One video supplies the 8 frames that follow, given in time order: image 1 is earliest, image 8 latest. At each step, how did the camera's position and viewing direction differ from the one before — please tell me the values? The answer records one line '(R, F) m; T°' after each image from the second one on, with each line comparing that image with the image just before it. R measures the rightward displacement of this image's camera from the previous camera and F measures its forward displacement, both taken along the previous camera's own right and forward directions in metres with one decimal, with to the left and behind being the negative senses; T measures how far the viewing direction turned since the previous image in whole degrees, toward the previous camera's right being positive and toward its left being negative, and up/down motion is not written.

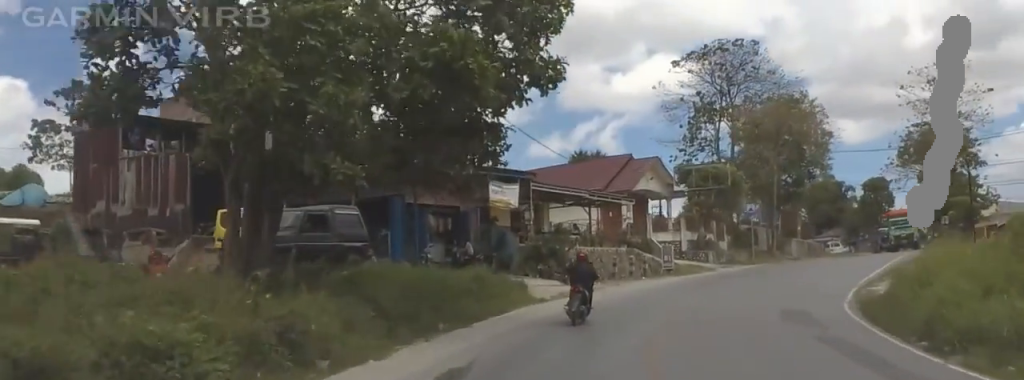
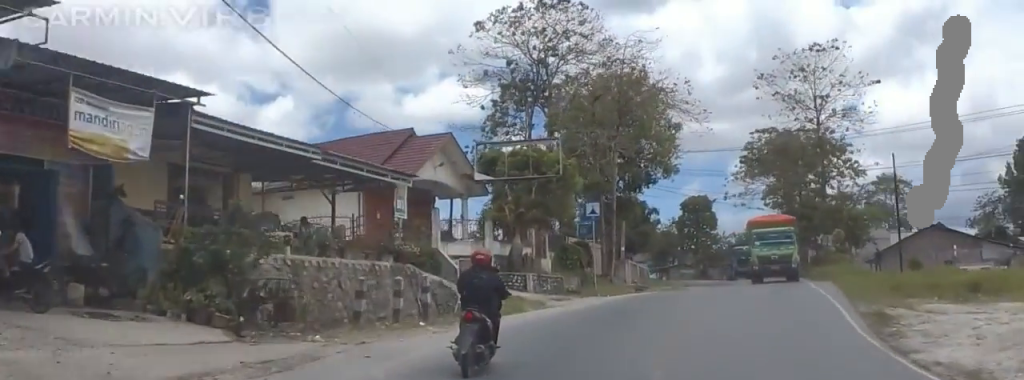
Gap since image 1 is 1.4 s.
(+0.9, +17.5) m; +11°
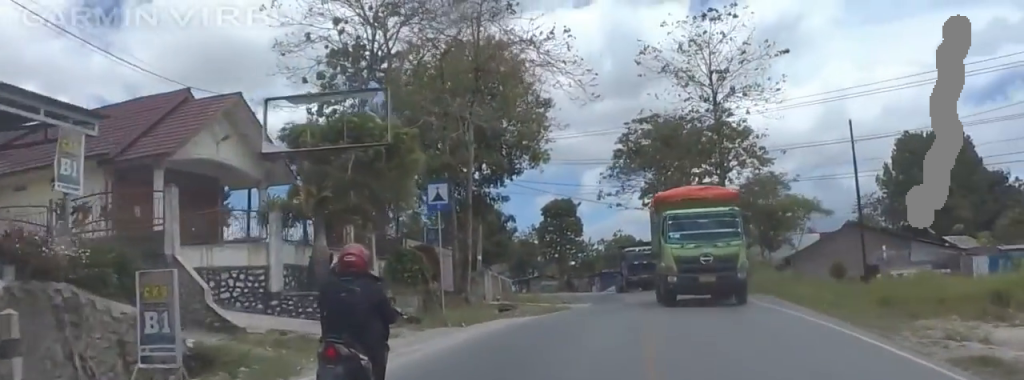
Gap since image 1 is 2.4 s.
(+1.4, +10.8) m; +9°
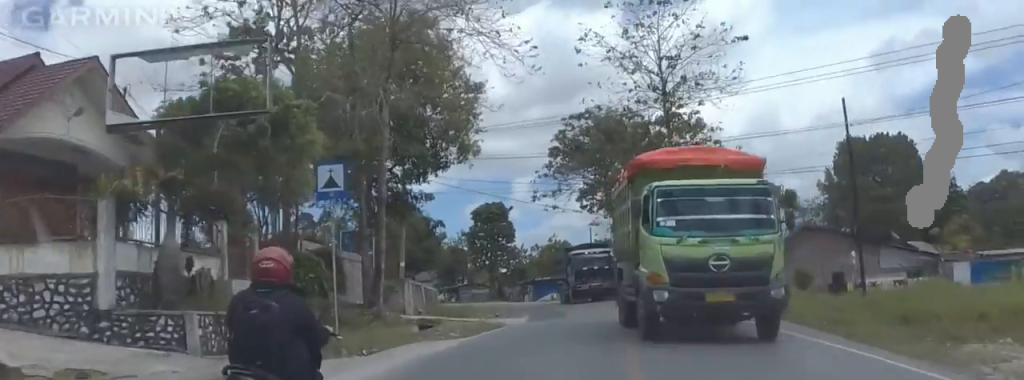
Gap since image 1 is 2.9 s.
(+0.1, +5.4) m; +1°
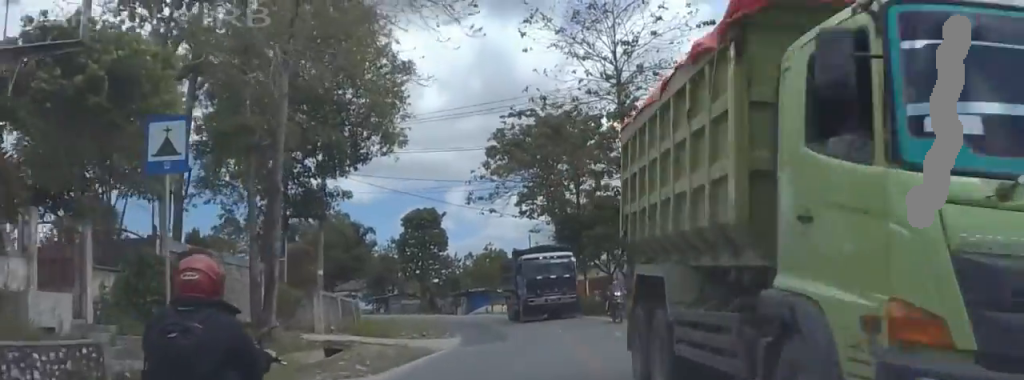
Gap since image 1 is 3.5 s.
(0.0, +6.1) m; +3°
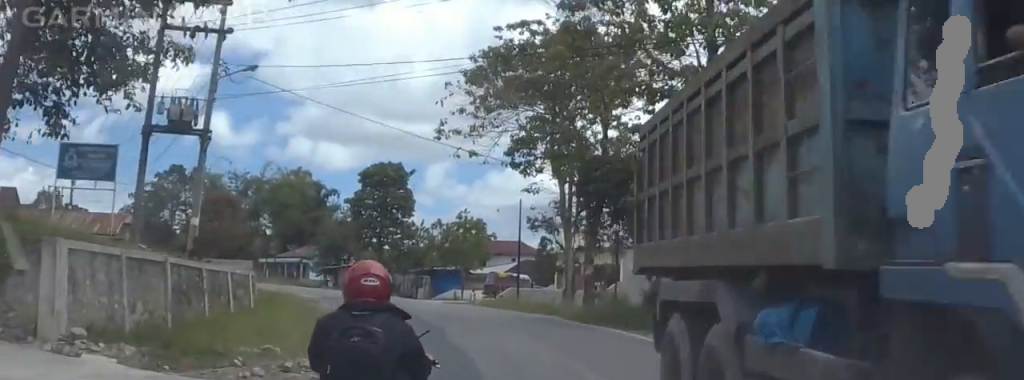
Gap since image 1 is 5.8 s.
(+3.3, +20.8) m; +6°
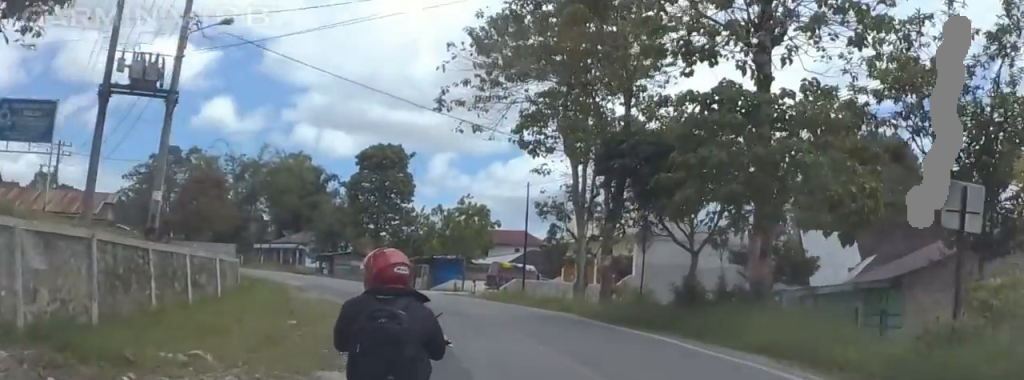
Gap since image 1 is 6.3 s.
(-0.5, +5.0) m; -7°
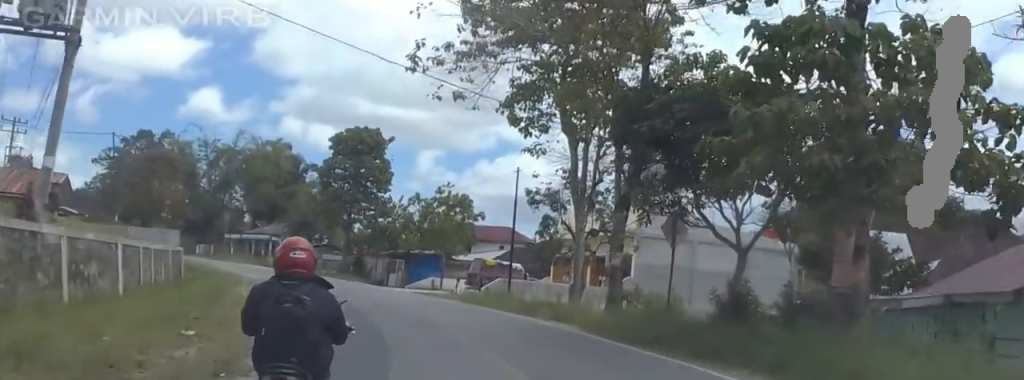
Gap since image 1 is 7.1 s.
(-0.2, +7.0) m; +5°
